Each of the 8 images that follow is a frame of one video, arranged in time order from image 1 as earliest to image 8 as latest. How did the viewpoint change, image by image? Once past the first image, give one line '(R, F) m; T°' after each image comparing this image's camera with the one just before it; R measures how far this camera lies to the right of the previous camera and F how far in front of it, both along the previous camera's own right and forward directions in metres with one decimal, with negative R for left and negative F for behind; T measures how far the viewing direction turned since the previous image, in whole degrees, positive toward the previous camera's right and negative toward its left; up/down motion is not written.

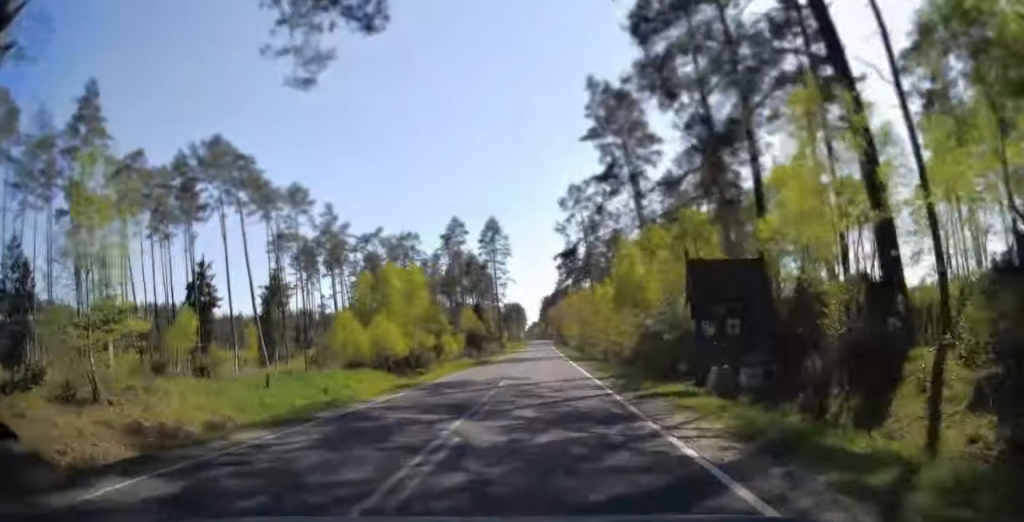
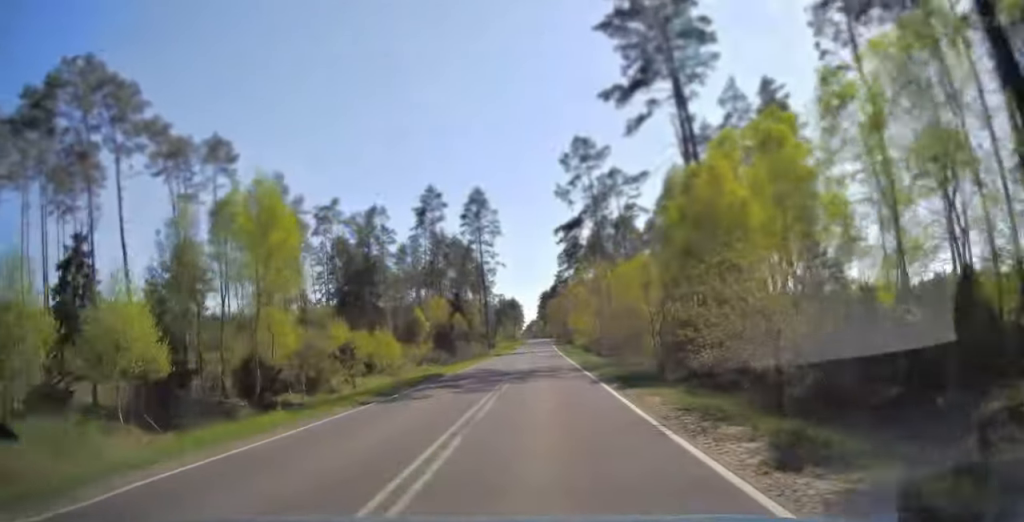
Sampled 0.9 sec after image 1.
(+0.2, +24.0) m; 0°
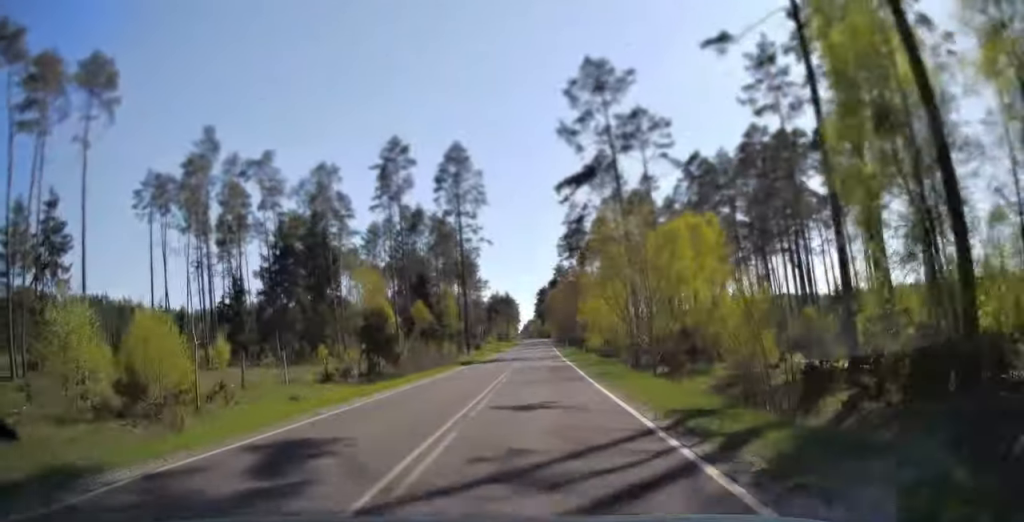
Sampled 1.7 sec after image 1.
(0.0, +23.6) m; 0°
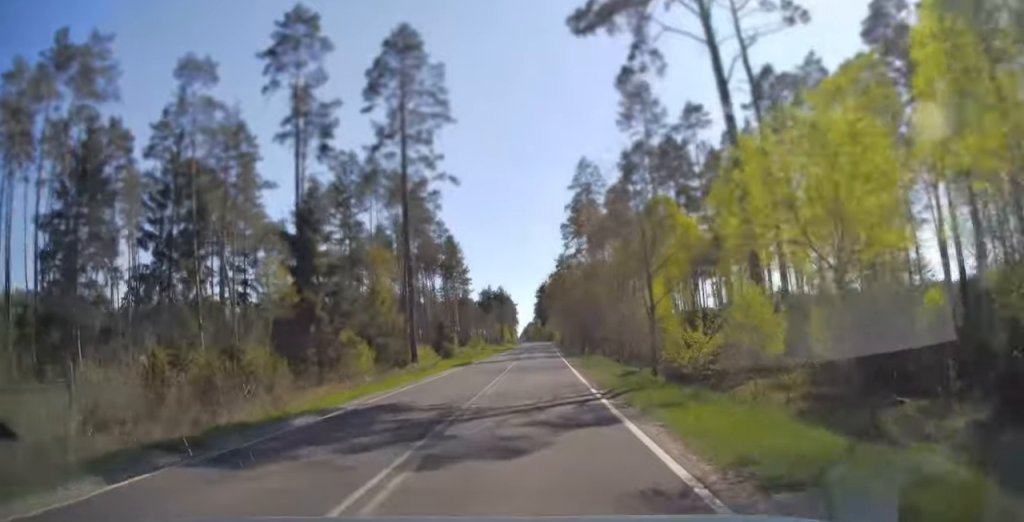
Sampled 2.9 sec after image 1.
(-0.1, +32.4) m; 0°
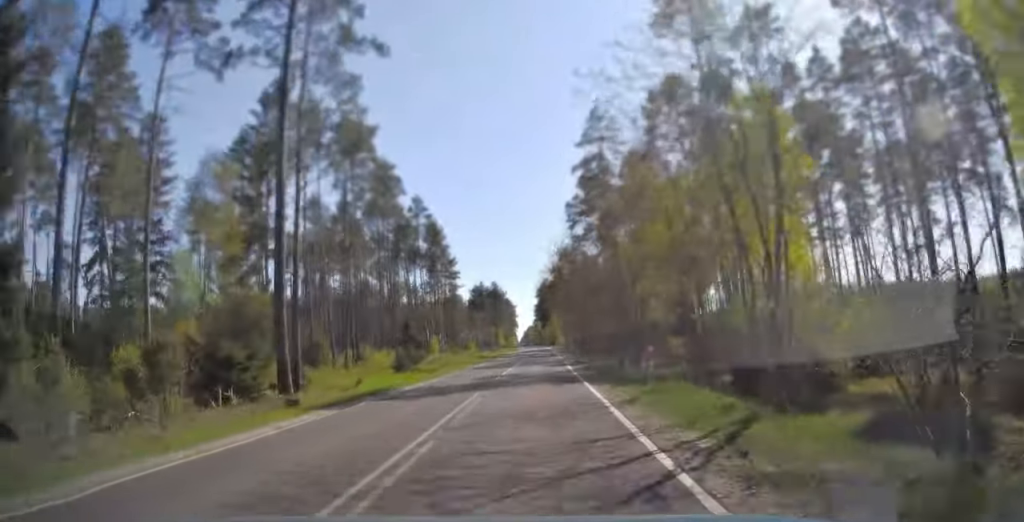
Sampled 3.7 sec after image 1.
(0.0, +23.0) m; 0°
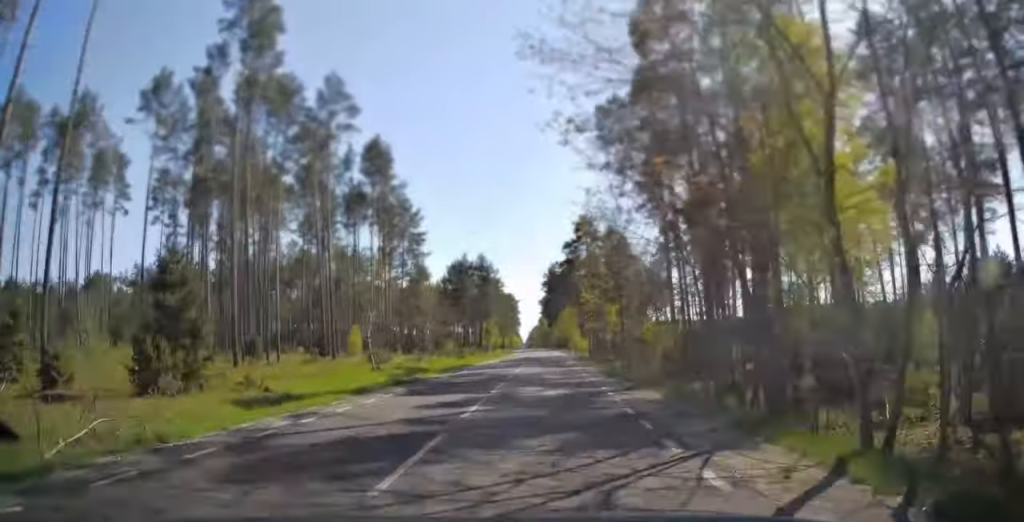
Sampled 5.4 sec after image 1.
(0.0, +45.4) m; 0°
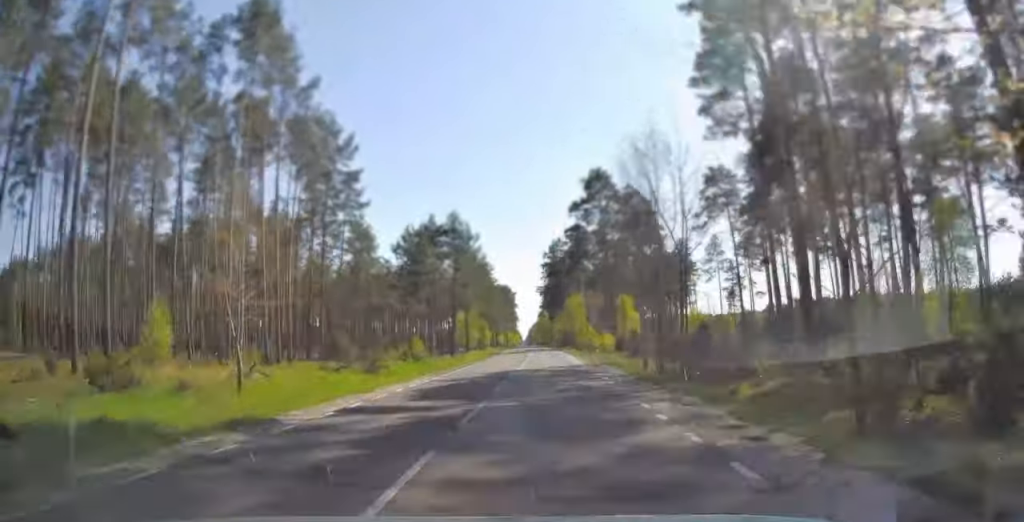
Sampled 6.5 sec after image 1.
(-0.2, +31.2) m; 0°
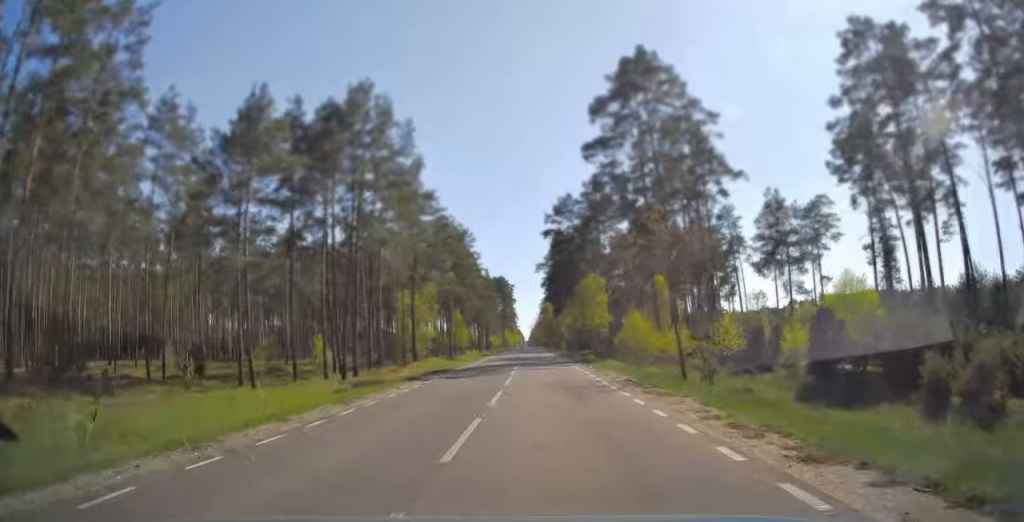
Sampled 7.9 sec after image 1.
(0.0, +38.1) m; 0°
